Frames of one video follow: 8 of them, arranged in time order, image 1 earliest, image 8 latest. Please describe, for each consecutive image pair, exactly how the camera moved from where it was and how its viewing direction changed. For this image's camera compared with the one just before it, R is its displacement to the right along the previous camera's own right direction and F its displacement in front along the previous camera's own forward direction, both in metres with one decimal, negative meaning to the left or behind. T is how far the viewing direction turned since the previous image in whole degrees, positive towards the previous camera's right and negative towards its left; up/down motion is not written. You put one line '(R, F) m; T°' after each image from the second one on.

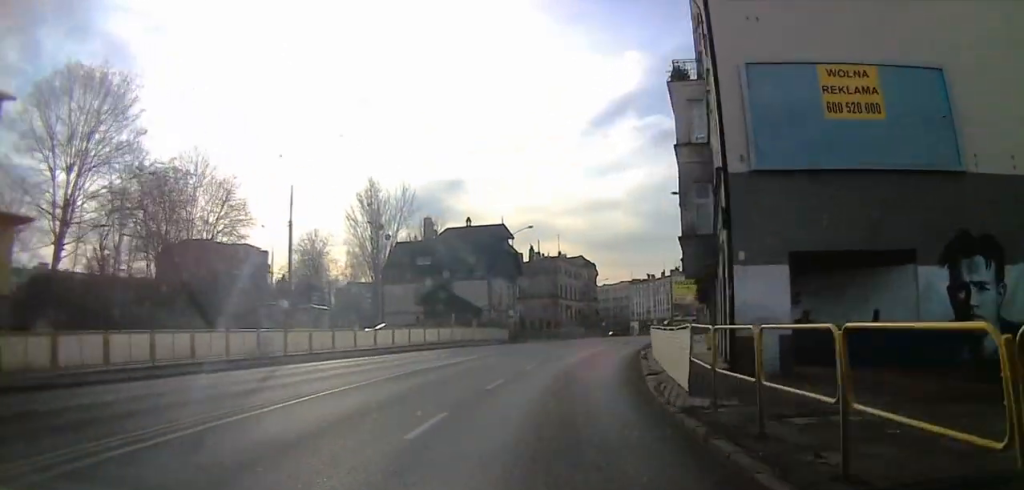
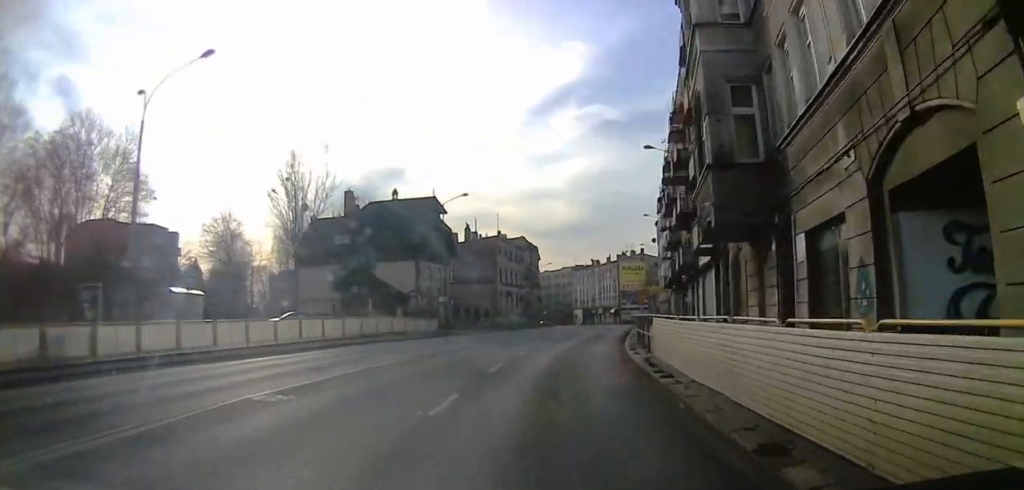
(+0.5, +10.9) m; +4°
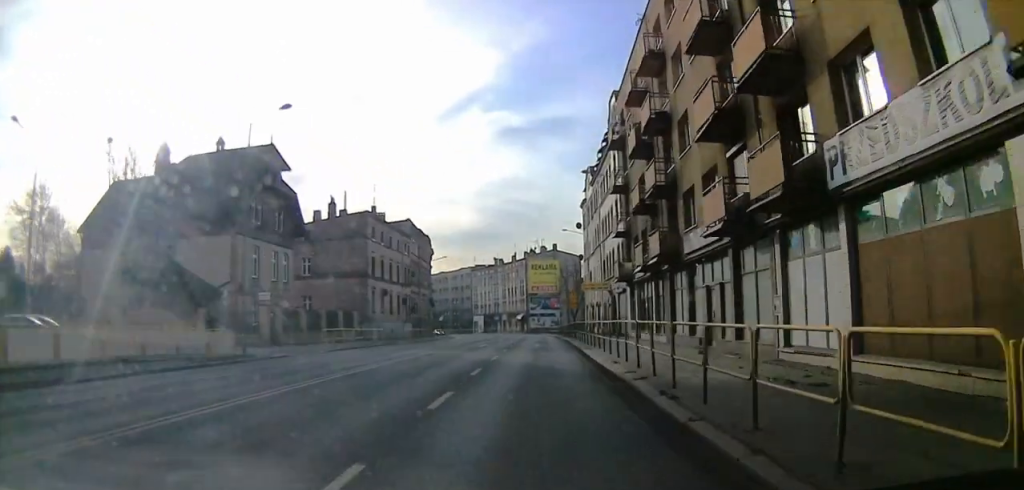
(+1.0, +23.6) m; +4°
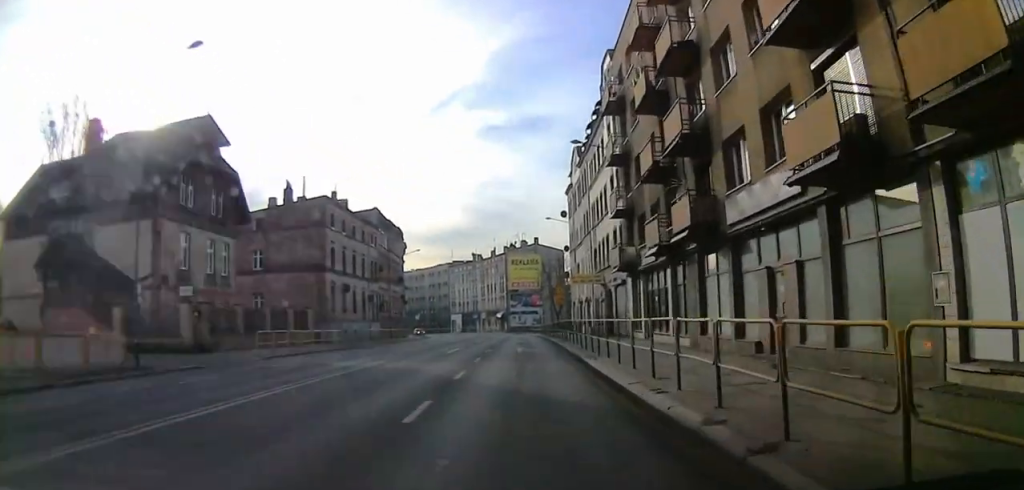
(0.0, +7.7) m; +2°
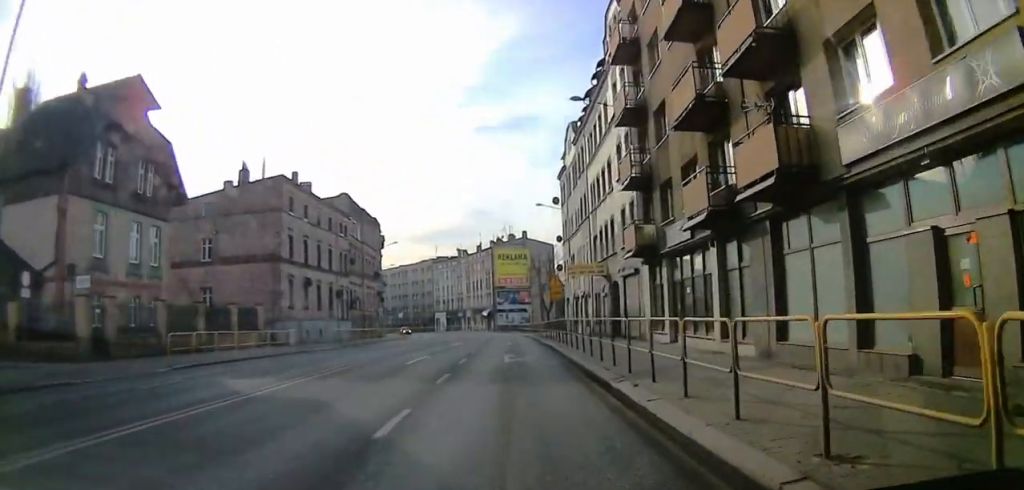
(-0.1, +7.7) m; +2°
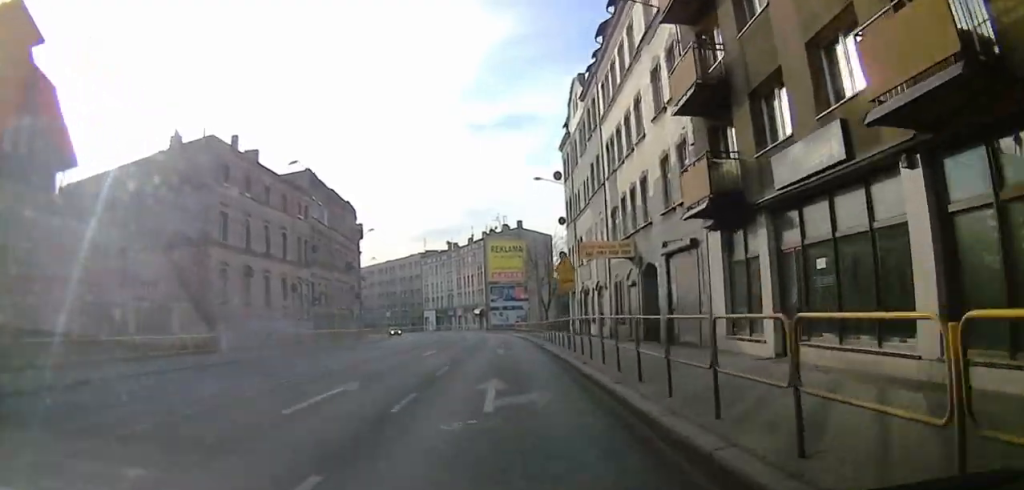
(+0.6, +10.9) m; +7°
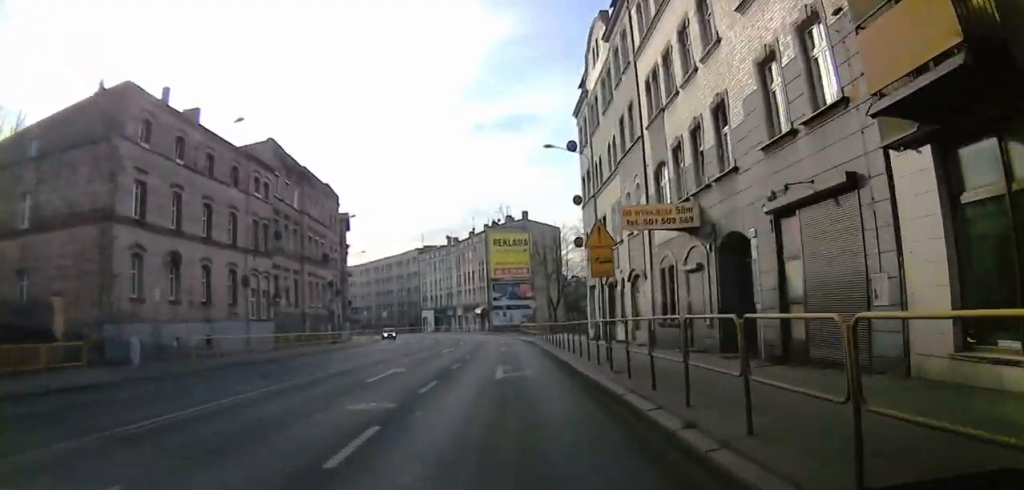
(+0.6, +9.2) m; +2°
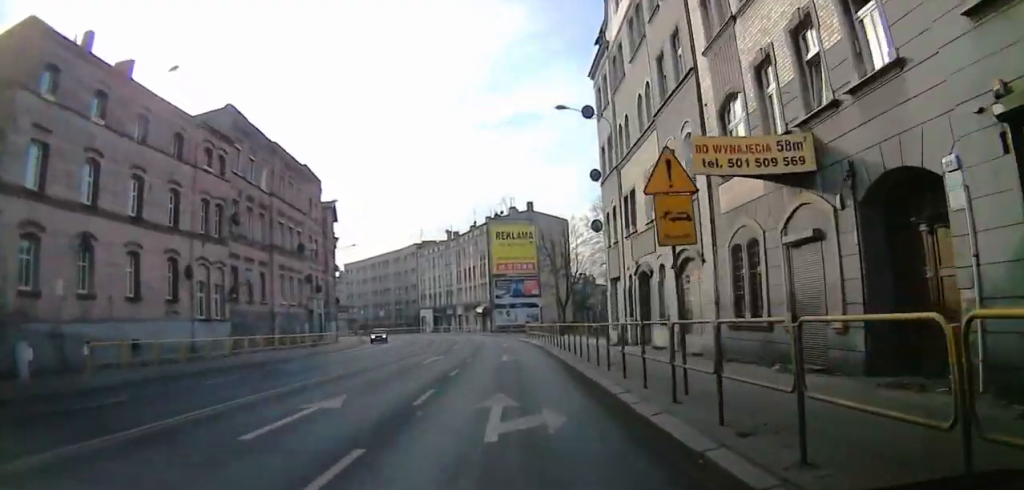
(+0.6, +7.3) m; +1°
